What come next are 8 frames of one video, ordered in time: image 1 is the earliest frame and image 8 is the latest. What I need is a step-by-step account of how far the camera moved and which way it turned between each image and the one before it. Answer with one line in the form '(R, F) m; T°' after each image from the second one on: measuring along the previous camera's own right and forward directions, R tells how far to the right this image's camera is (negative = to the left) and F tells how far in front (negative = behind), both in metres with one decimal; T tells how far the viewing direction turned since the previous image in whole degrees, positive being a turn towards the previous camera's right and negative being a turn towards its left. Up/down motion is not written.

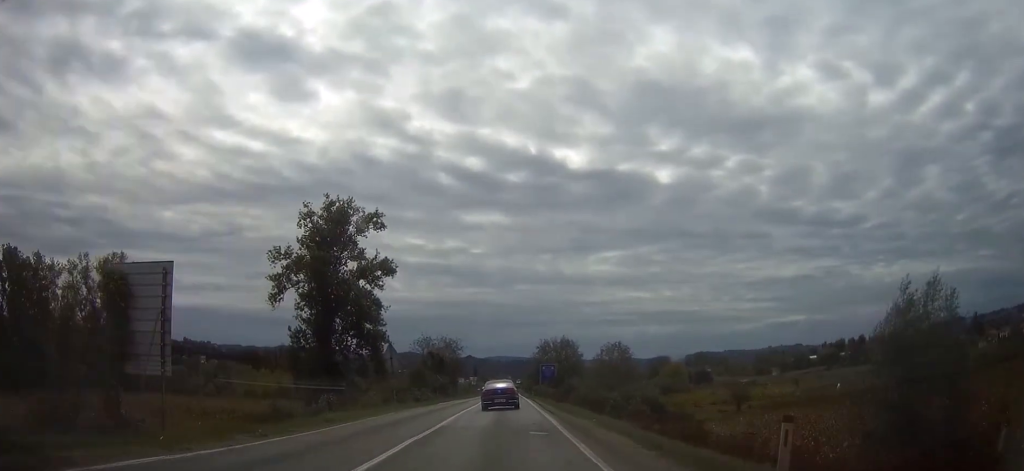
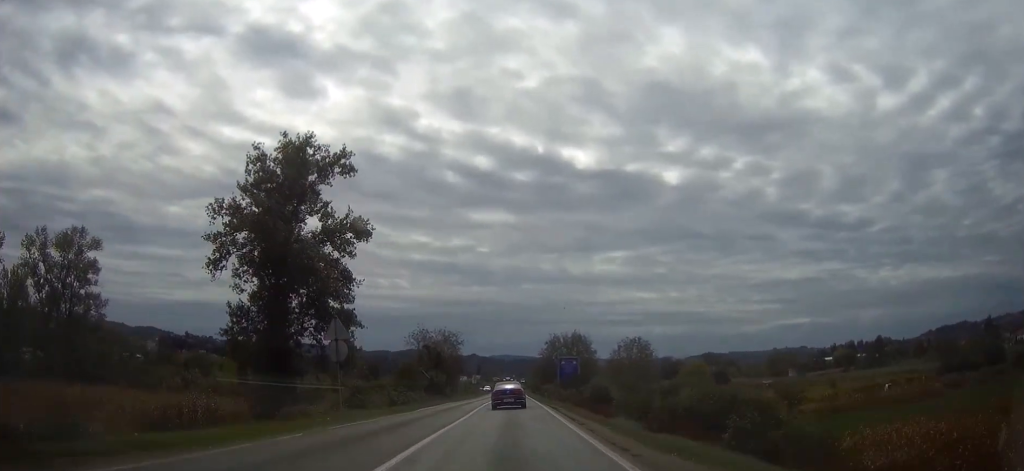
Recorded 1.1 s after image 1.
(-0.1, +15.6) m; 0°
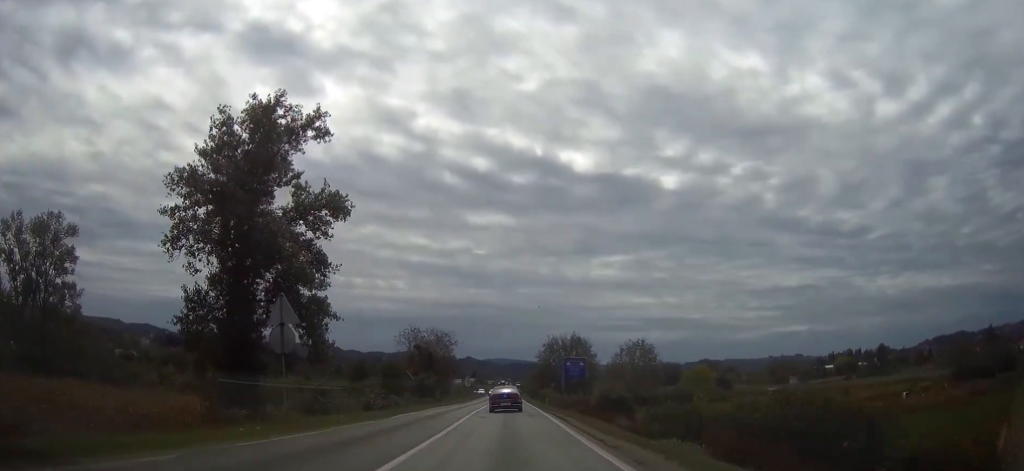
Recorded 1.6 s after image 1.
(0.0, +6.6) m; 0°
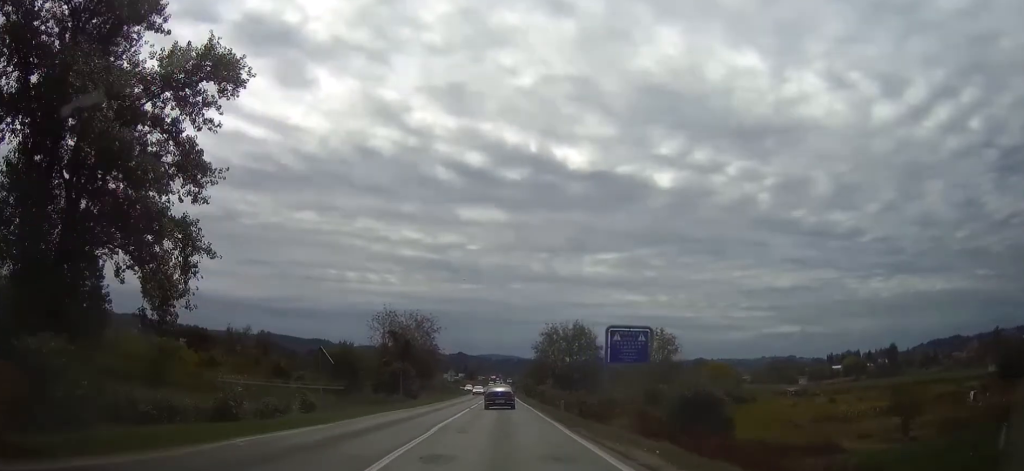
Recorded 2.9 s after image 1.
(+0.2, +19.3) m; +1°
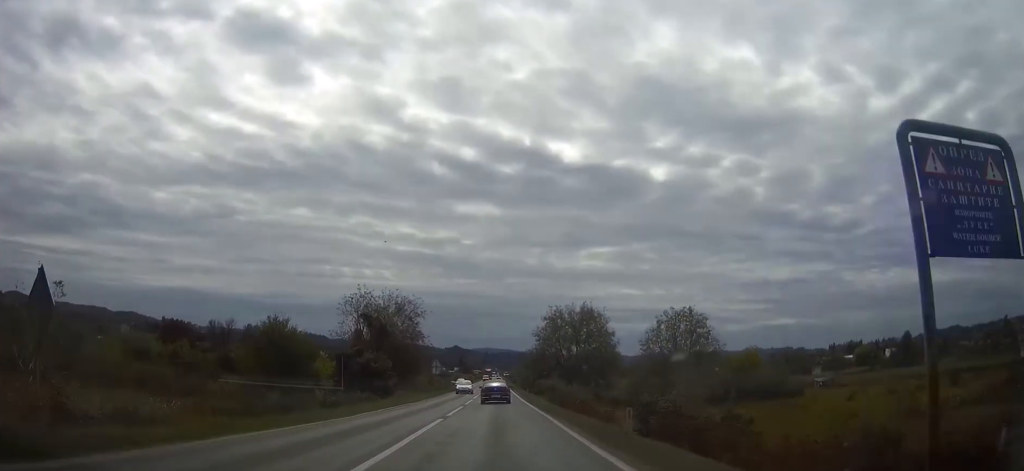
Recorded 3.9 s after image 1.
(+0.1, +16.6) m; 0°
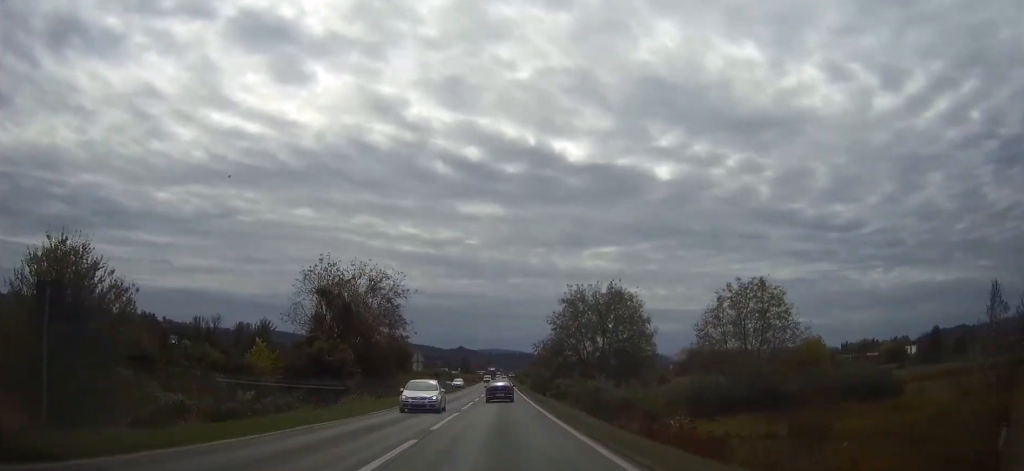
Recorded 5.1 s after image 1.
(0.0, +22.2) m; 0°
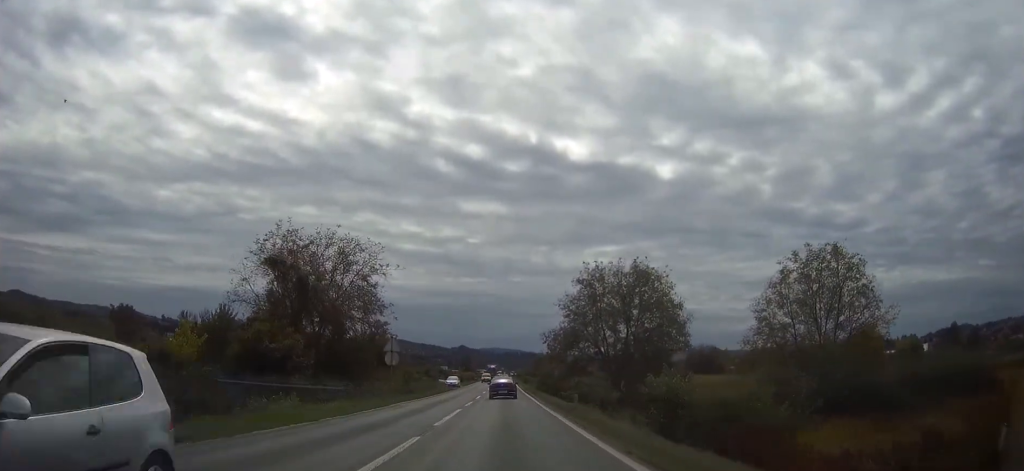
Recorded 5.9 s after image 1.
(0.0, +14.3) m; 0°
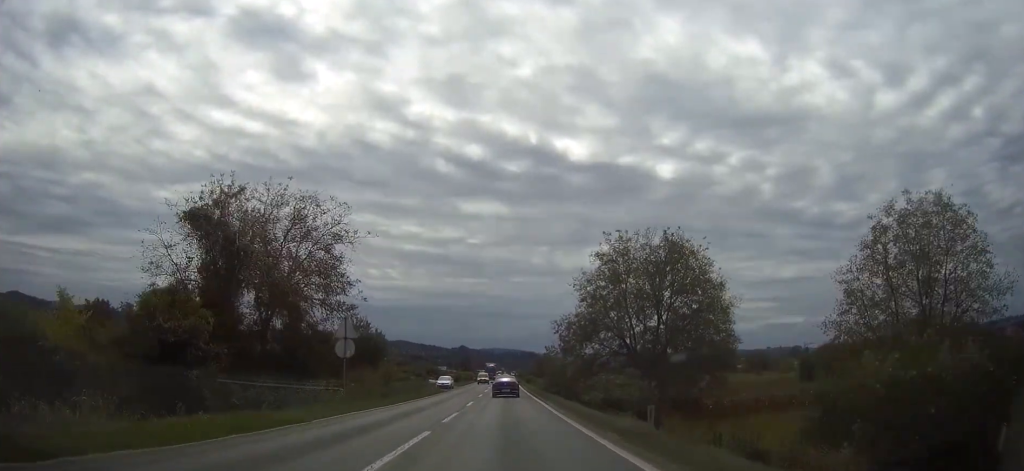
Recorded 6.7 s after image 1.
(0.0, +13.3) m; 0°
